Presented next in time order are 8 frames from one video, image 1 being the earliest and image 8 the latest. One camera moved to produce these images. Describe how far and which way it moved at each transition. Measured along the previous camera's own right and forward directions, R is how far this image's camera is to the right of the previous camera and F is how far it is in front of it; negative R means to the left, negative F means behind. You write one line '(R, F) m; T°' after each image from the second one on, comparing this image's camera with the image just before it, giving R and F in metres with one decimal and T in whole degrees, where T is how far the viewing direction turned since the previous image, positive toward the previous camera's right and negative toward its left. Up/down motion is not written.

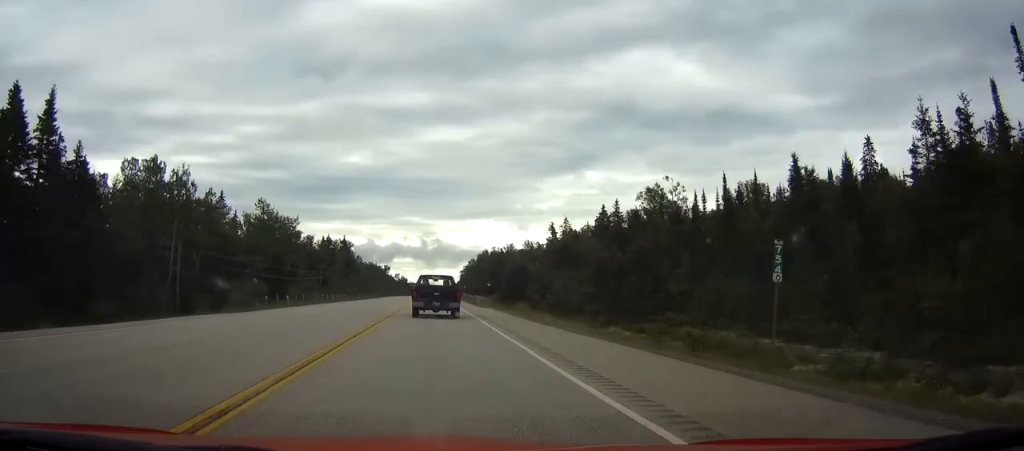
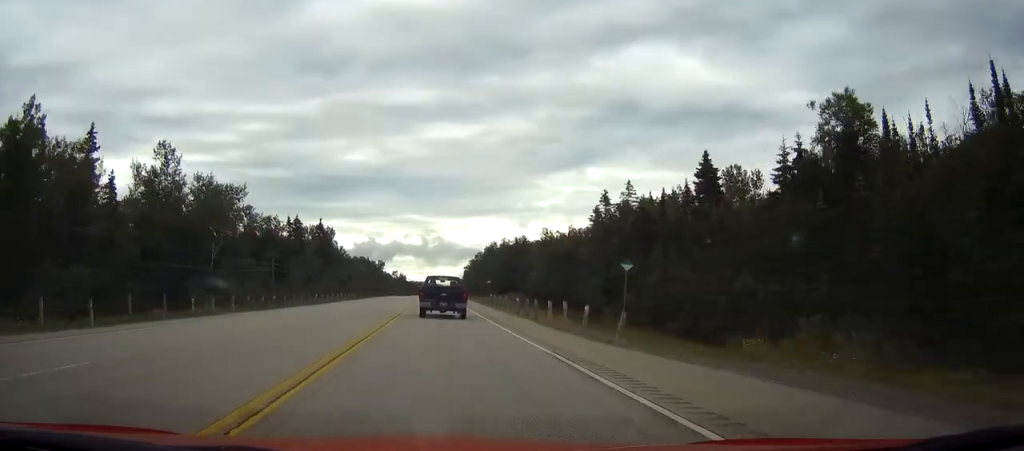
(0.0, +41.5) m; 0°
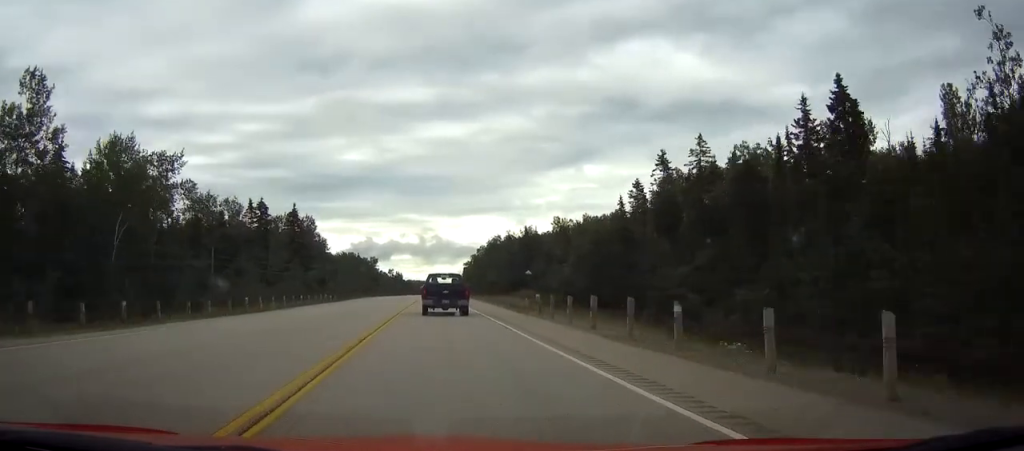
(0.0, +25.7) m; 0°
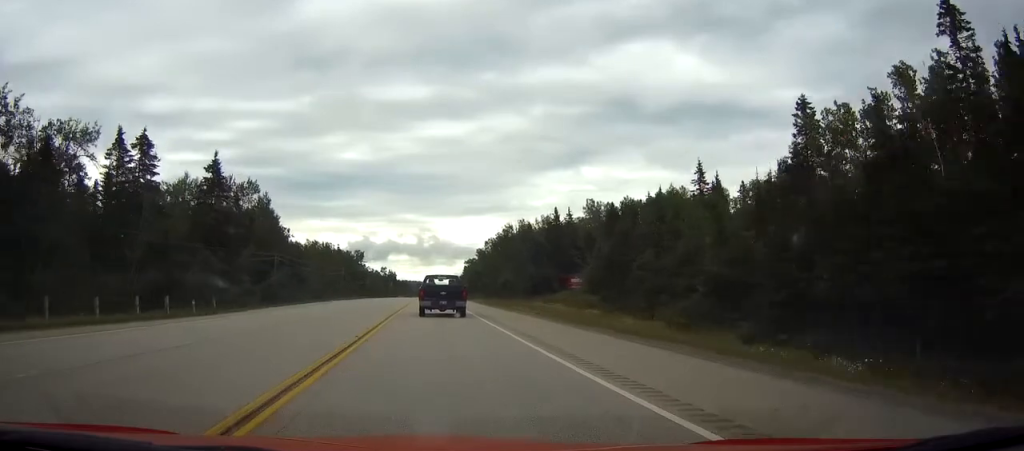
(+0.2, +45.4) m; 0°
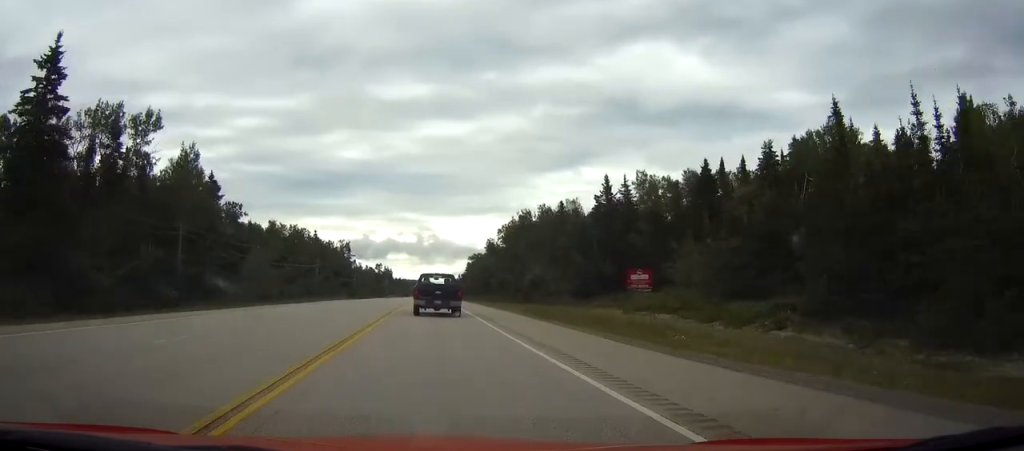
(0.0, +38.1) m; 0°
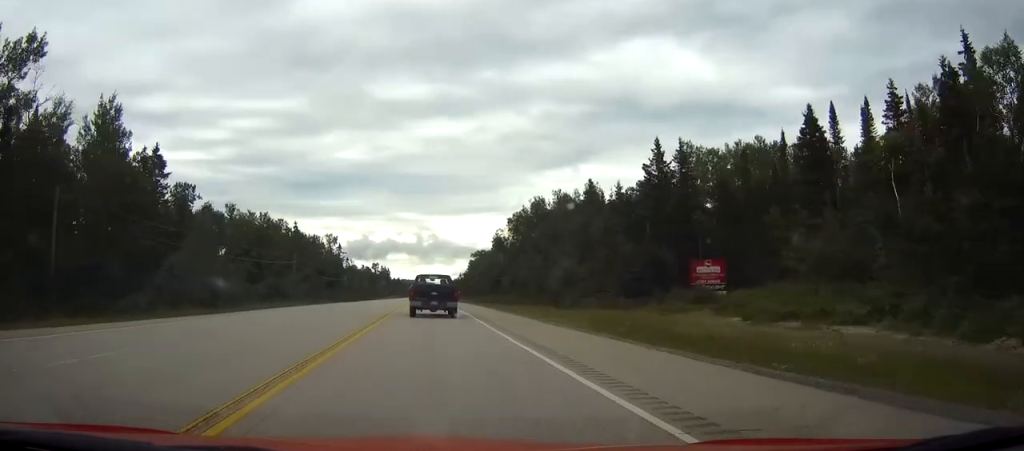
(0.0, +22.2) m; 0°
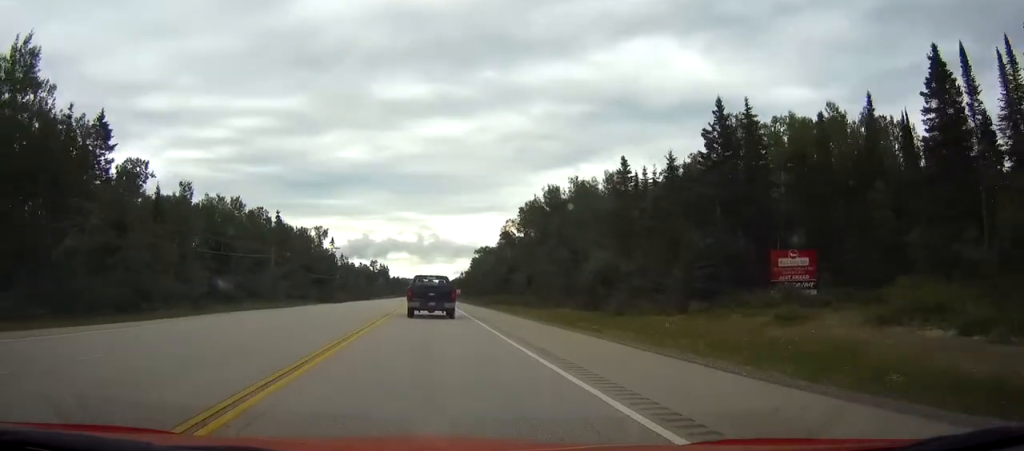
(0.0, +16.4) m; 0°
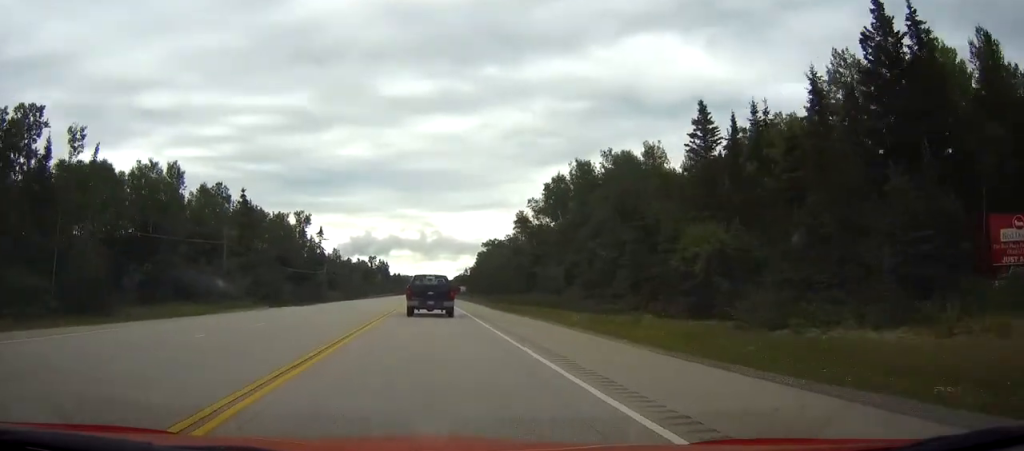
(0.0, +23.9) m; 0°
